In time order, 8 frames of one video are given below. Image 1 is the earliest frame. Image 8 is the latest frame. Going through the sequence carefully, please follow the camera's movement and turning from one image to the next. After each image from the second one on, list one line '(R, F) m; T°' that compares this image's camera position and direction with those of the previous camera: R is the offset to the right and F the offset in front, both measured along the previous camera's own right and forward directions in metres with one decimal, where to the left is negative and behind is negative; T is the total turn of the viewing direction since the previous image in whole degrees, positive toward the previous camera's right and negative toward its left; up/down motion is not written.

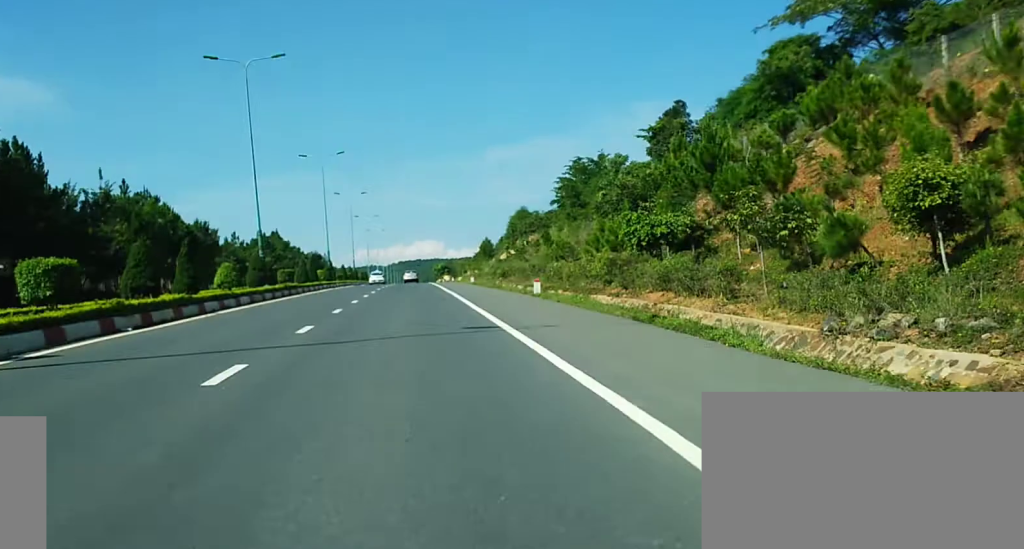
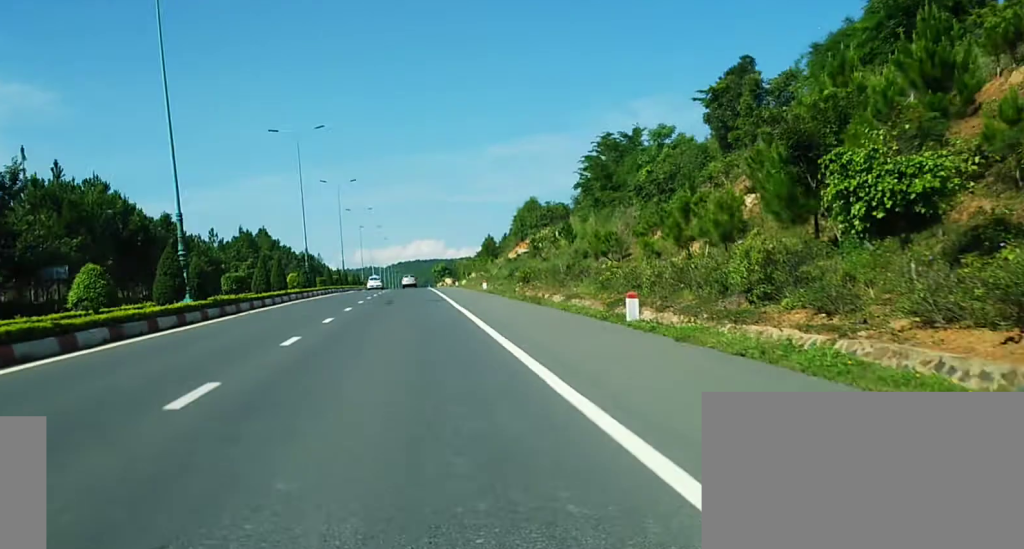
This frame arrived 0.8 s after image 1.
(+0.1, +17.1) m; 0°
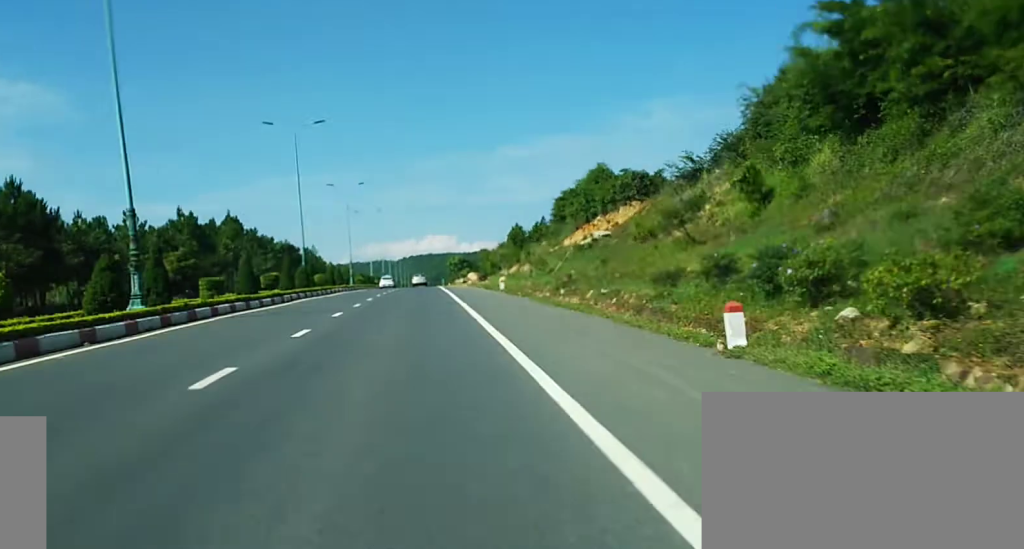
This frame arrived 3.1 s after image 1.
(-0.4, +47.8) m; -2°
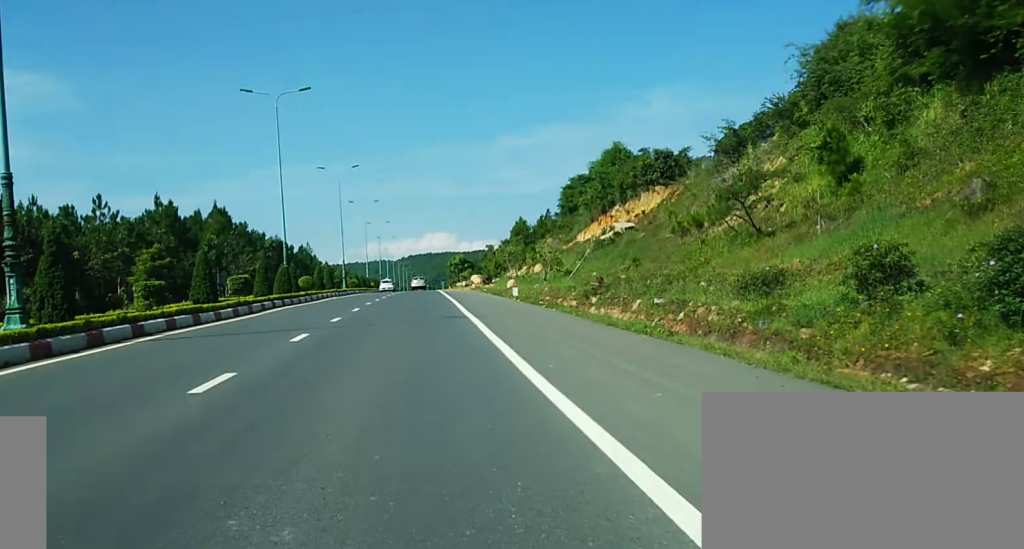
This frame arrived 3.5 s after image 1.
(+0.1, +8.4) m; -1°
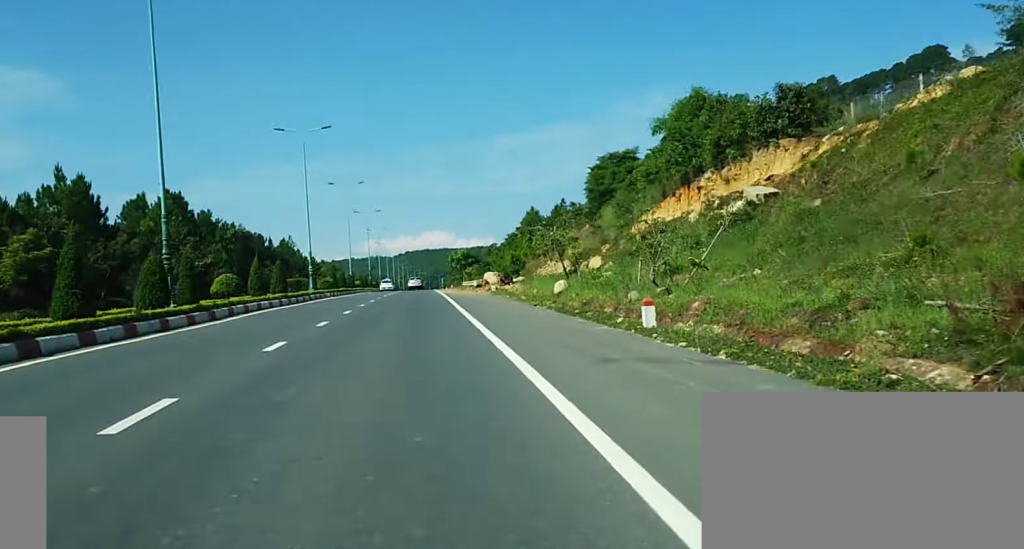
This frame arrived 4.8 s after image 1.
(-0.2, +27.6) m; +1°
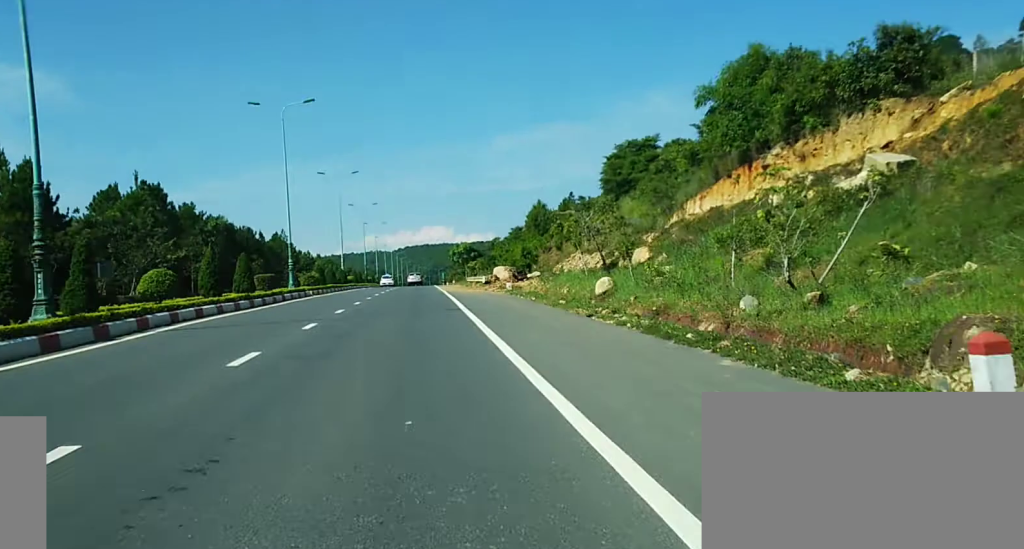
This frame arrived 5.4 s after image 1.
(+0.3, +11.0) m; +1°
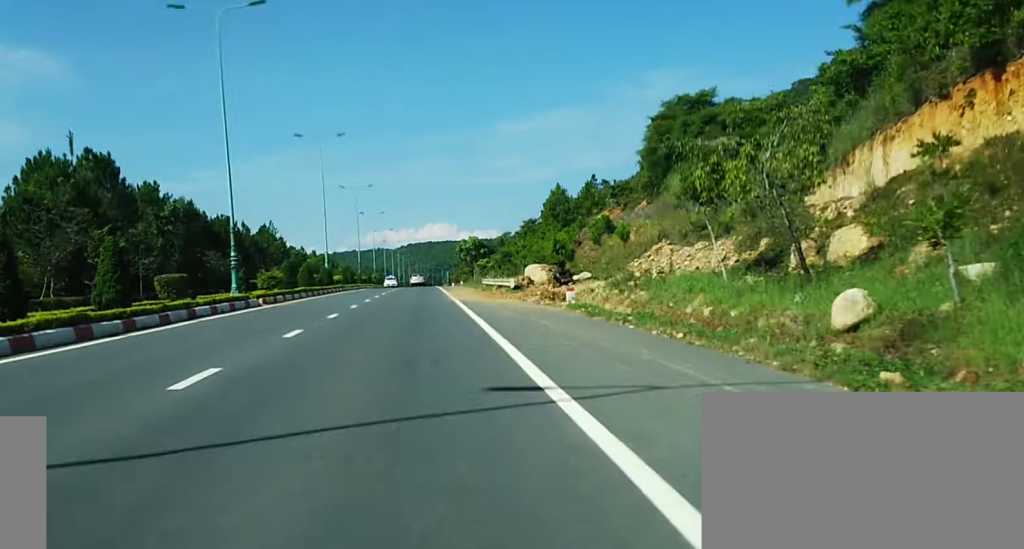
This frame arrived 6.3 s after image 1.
(0.0, +19.0) m; 0°
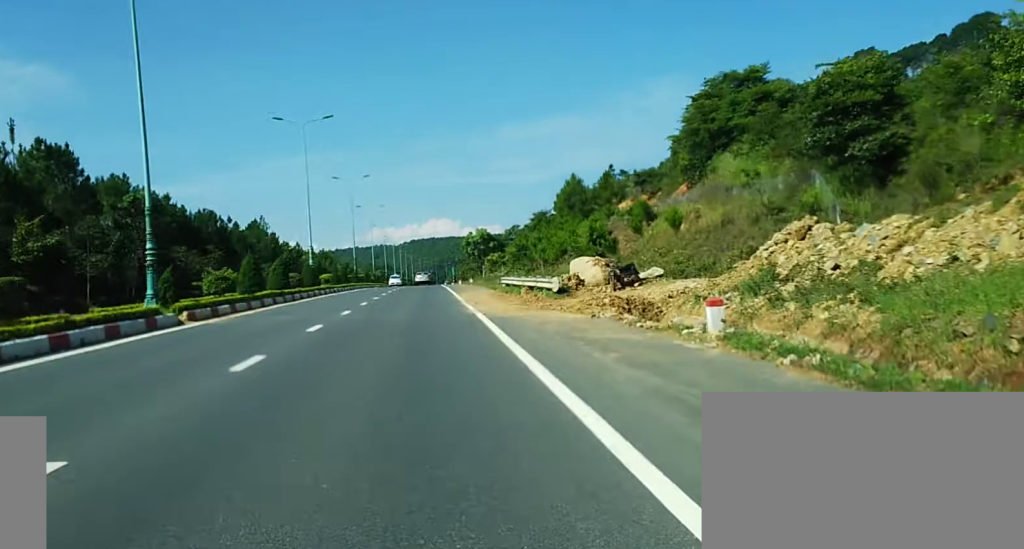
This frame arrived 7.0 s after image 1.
(-0.1, +13.6) m; -1°
